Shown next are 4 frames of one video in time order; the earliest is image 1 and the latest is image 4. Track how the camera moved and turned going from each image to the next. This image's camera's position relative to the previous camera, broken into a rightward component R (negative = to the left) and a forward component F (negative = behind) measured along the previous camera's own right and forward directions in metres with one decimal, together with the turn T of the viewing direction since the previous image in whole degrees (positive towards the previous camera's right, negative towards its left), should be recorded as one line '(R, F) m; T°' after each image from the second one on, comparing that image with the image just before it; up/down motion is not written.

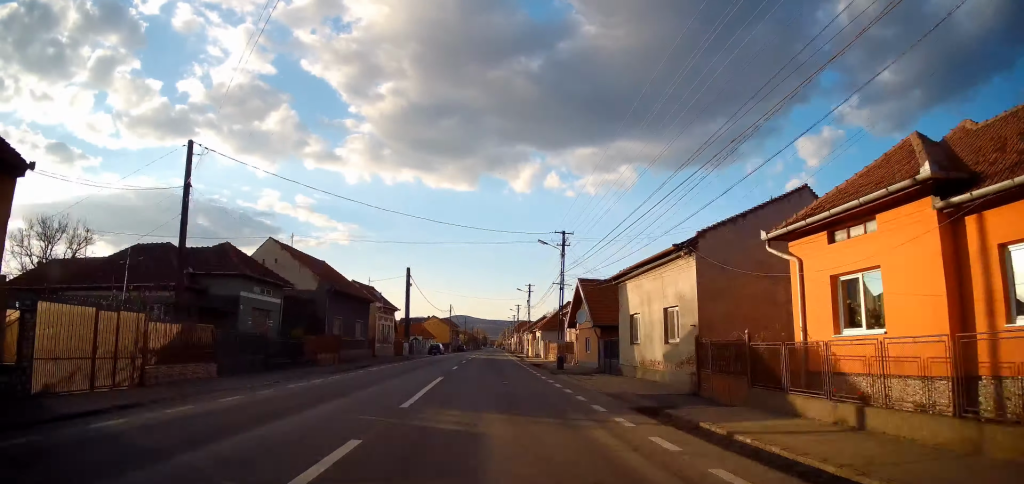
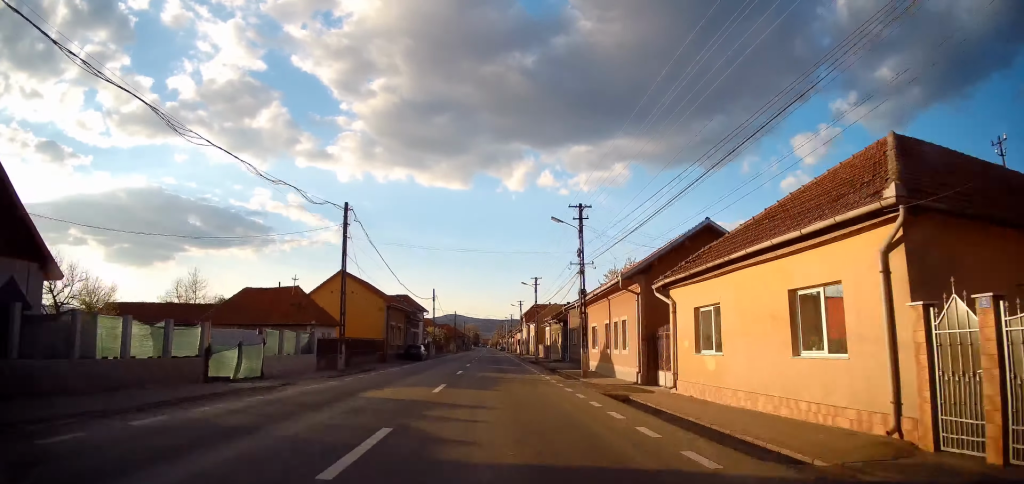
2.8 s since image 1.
(+0.8, +64.3) m; +2°
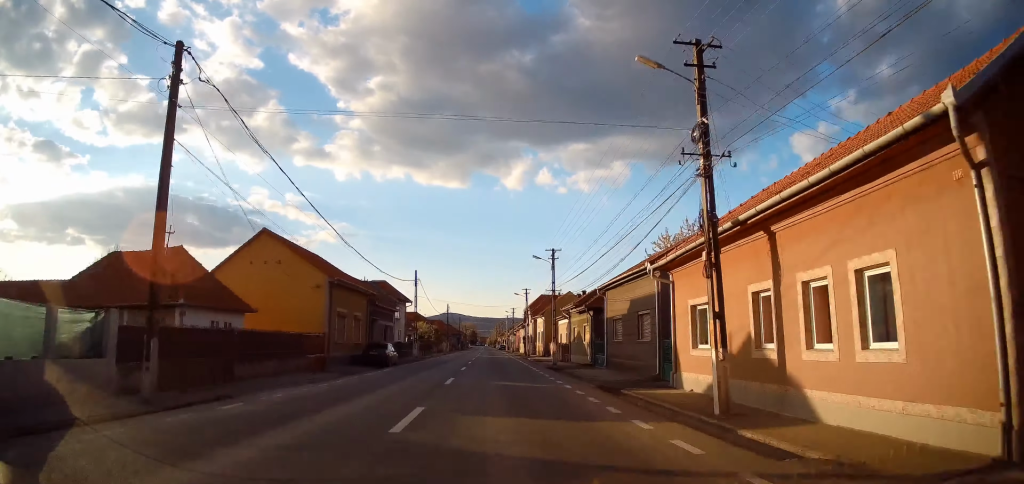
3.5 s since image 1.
(0.0, +15.3) m; 0°
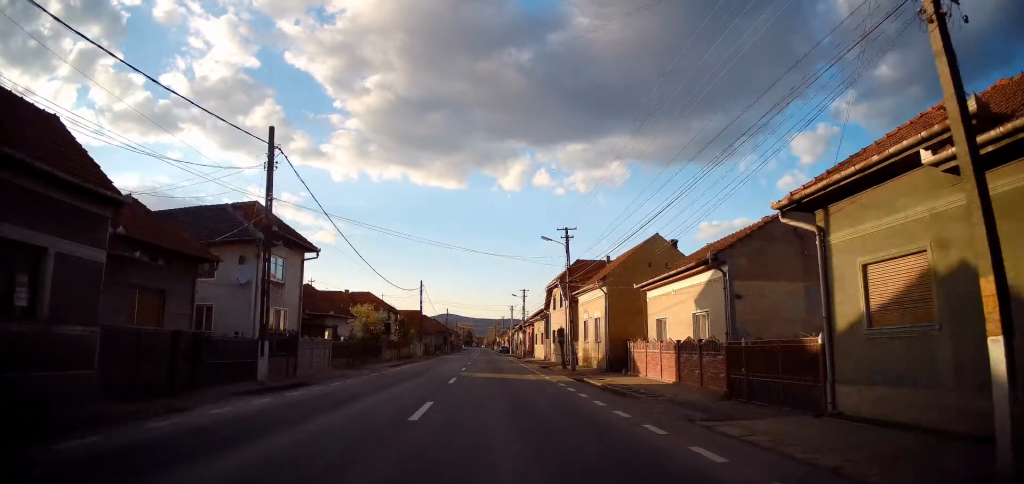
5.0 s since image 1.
(-0.4, +34.8) m; -1°
